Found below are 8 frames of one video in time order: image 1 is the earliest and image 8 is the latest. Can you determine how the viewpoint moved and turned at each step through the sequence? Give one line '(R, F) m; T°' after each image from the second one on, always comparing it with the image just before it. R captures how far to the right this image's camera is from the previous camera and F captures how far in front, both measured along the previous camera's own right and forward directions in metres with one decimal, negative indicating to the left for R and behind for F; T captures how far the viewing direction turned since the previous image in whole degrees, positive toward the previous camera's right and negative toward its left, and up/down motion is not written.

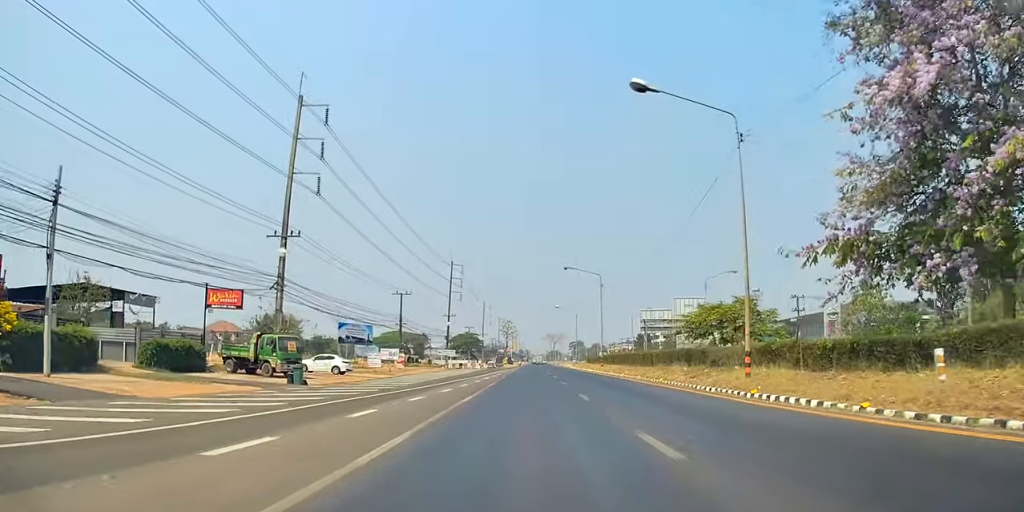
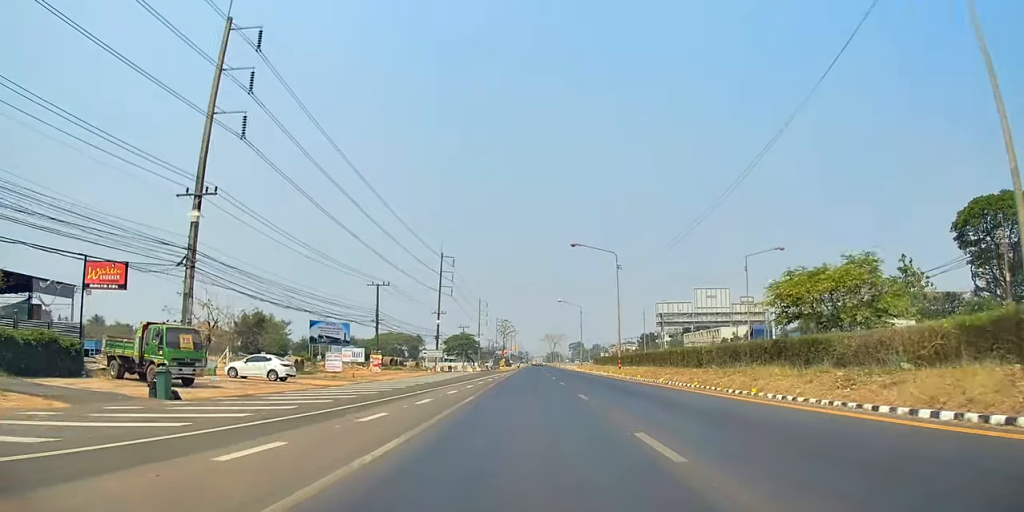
(0.0, +11.6) m; 0°
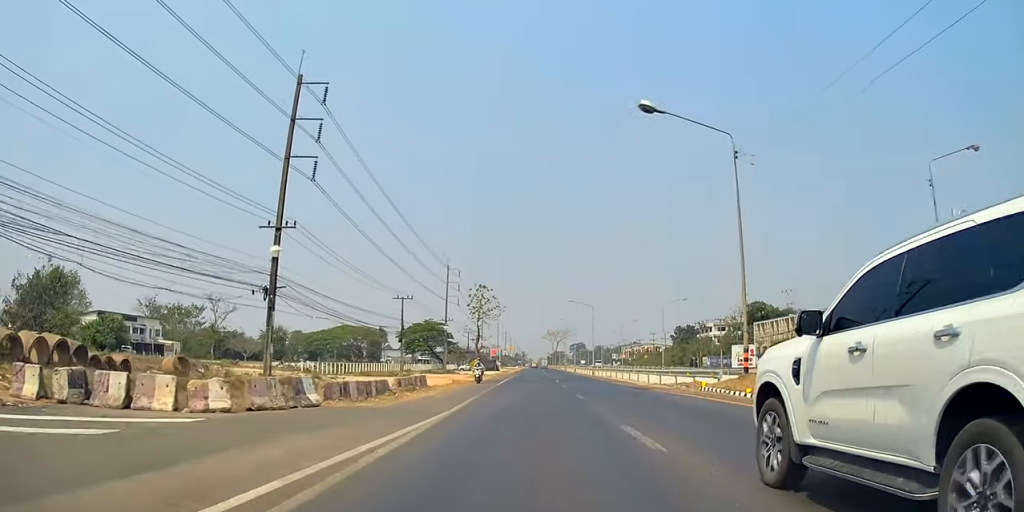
(+0.2, +67.5) m; 0°
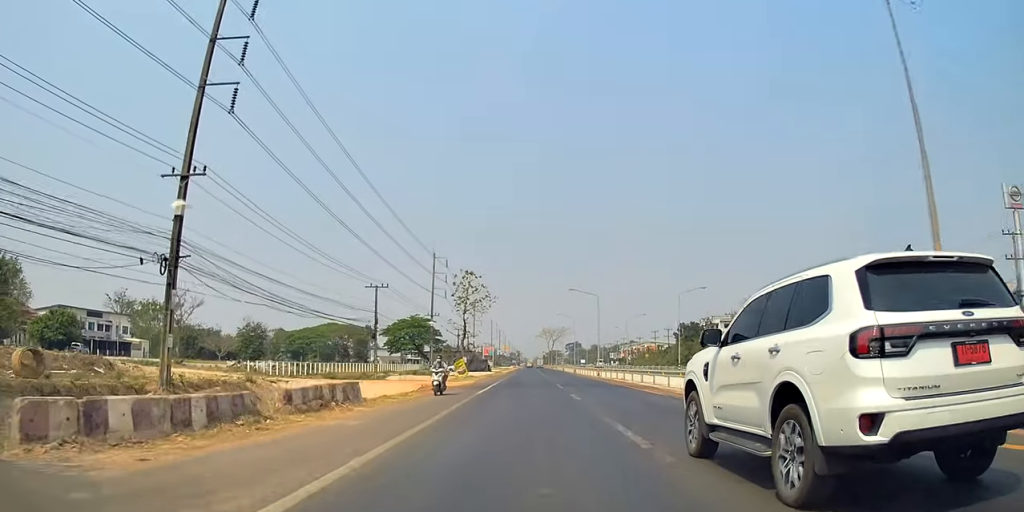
(-0.1, +11.2) m; 0°
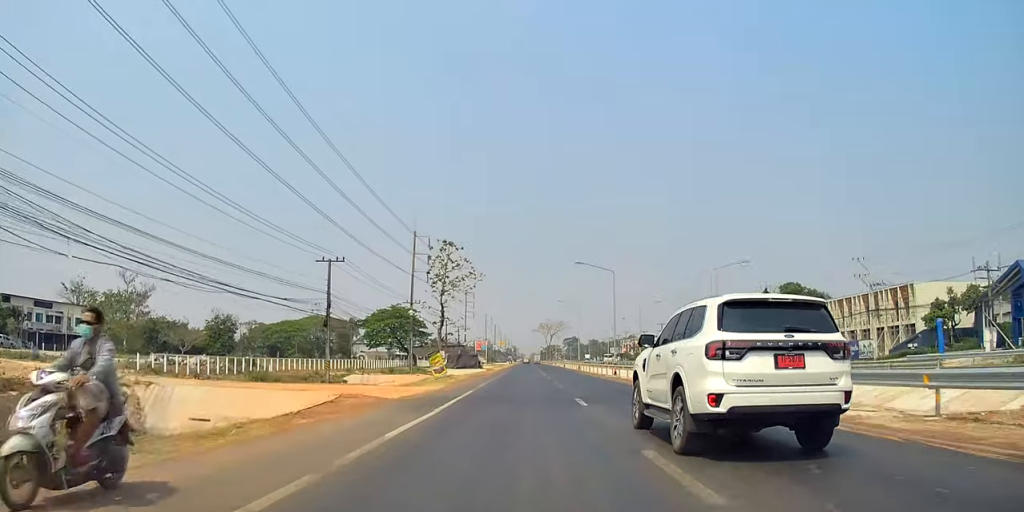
(-0.1, +16.0) m; 0°
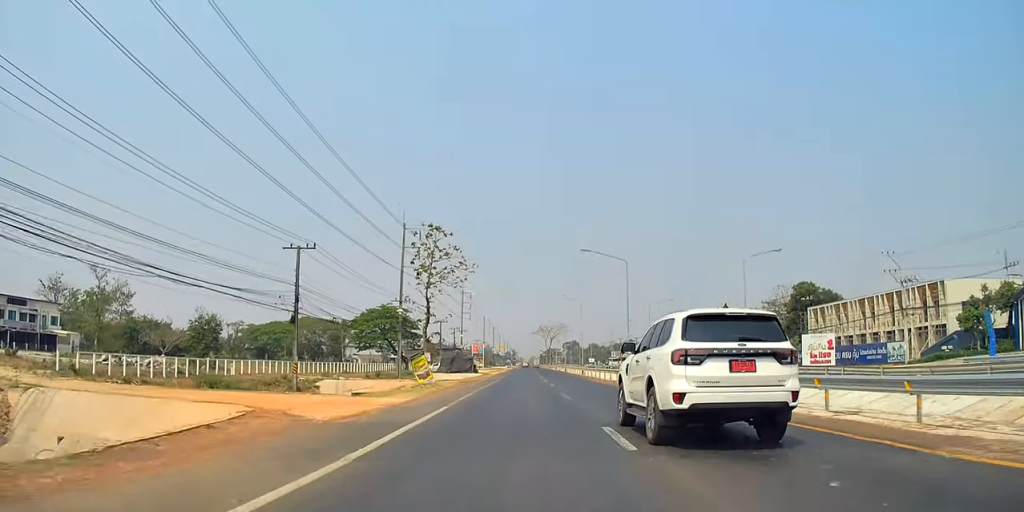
(-0.1, +8.2) m; +1°
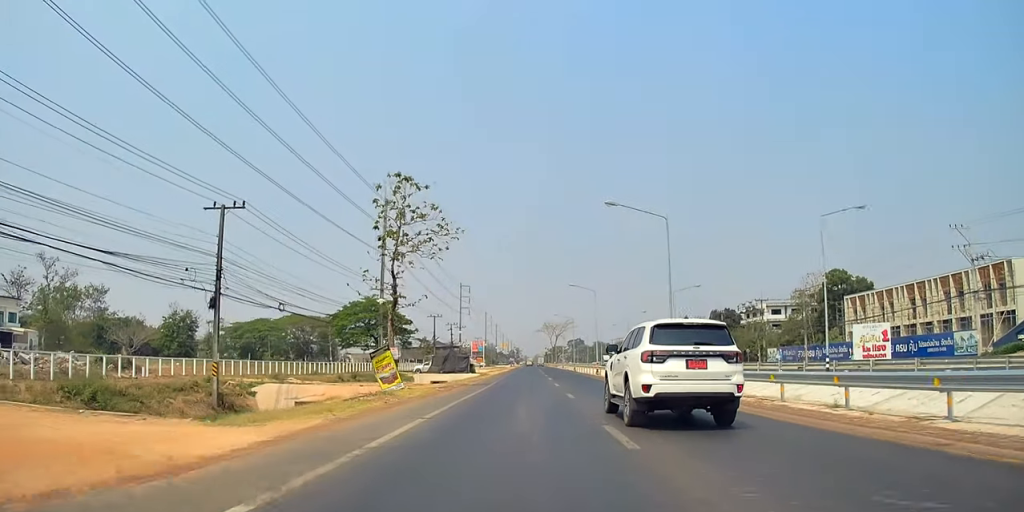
(+0.2, +12.8) m; +1°
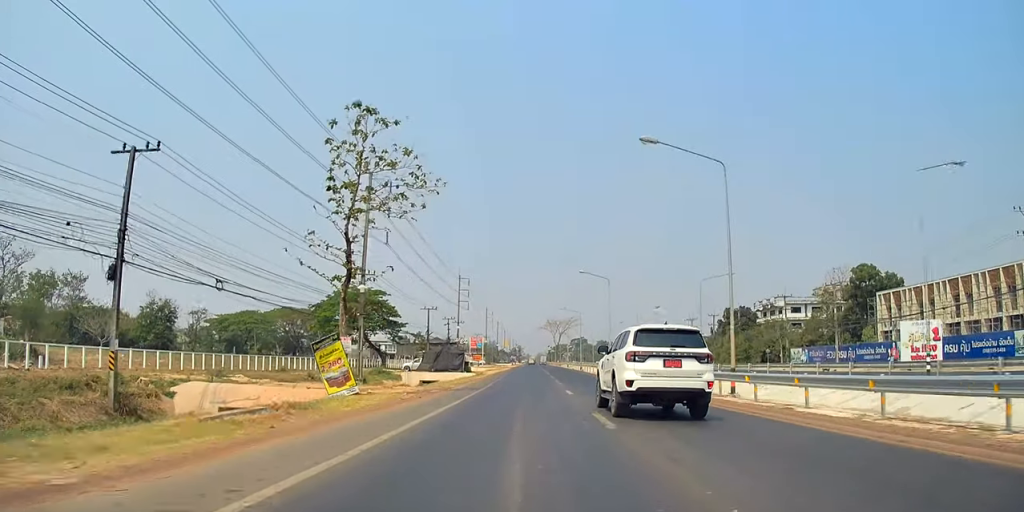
(+0.1, +9.1) m; +1°
